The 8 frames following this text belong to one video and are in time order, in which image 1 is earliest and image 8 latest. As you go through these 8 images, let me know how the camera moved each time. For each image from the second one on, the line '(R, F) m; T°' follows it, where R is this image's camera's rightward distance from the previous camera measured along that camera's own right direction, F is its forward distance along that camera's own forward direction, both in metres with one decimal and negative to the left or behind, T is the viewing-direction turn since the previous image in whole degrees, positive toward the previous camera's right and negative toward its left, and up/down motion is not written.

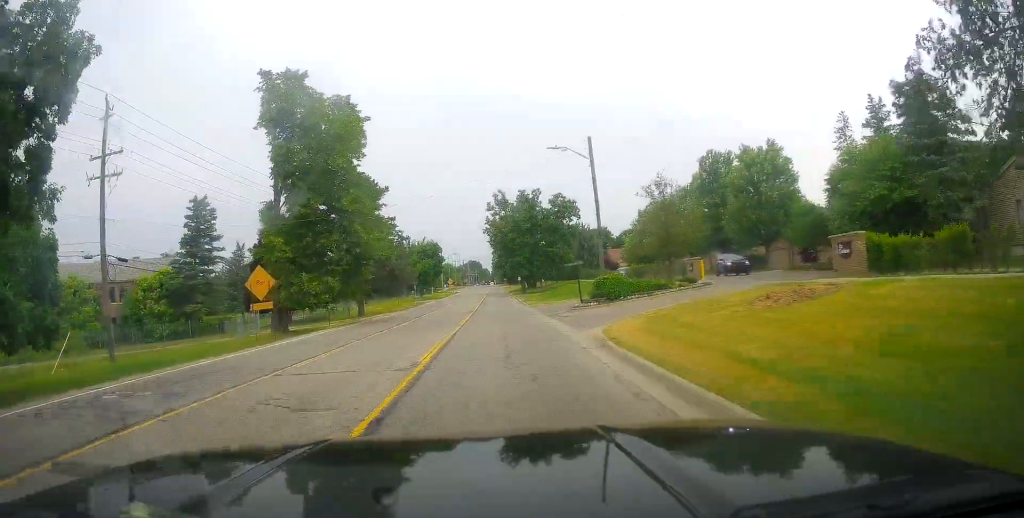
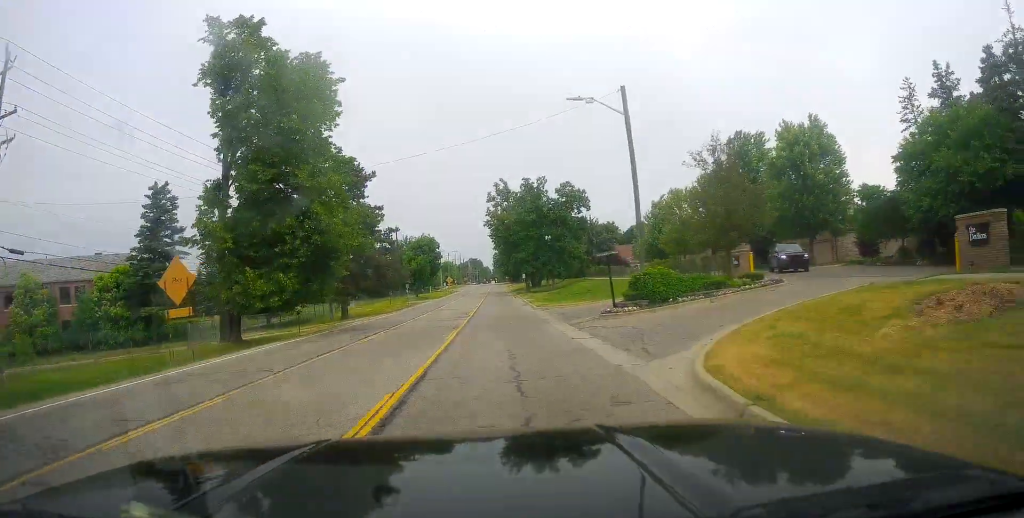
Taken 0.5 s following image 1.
(+0.1, +8.3) m; -1°
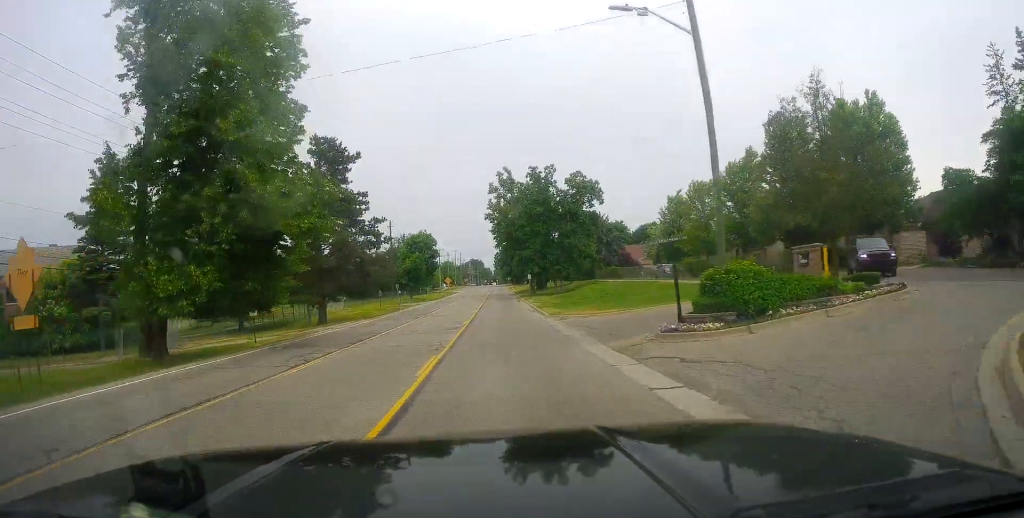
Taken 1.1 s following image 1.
(-0.4, +8.2) m; 0°
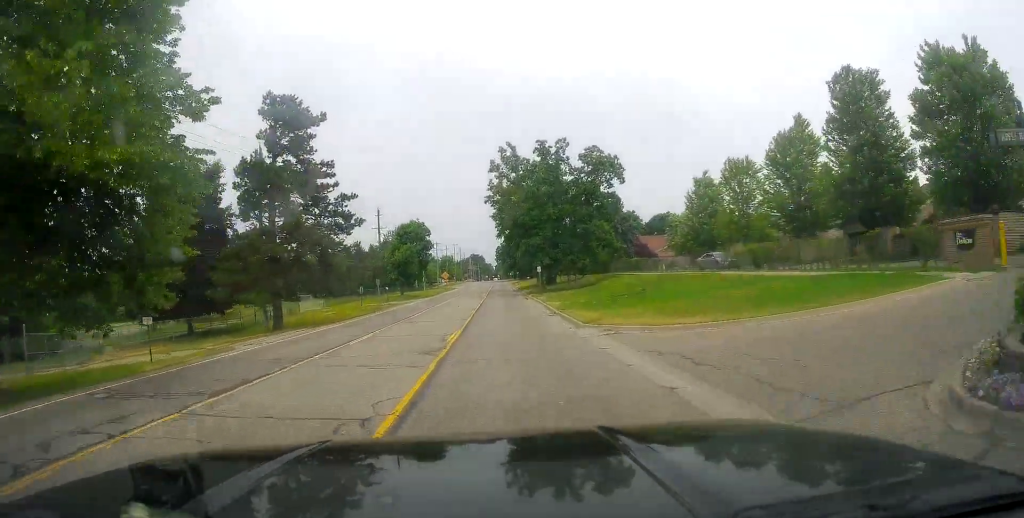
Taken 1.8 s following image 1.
(+0.1, +11.2) m; 0°
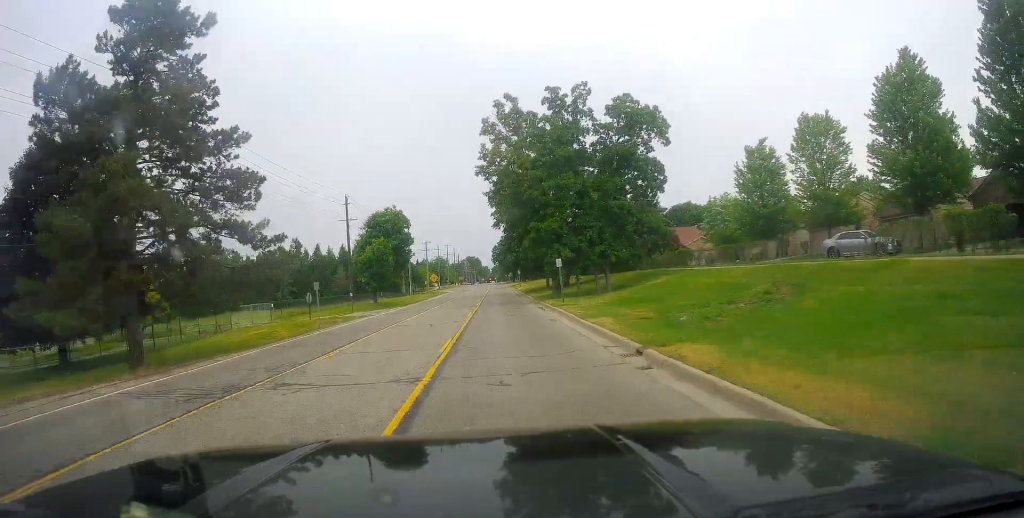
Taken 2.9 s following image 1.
(0.0, +17.4) m; 0°
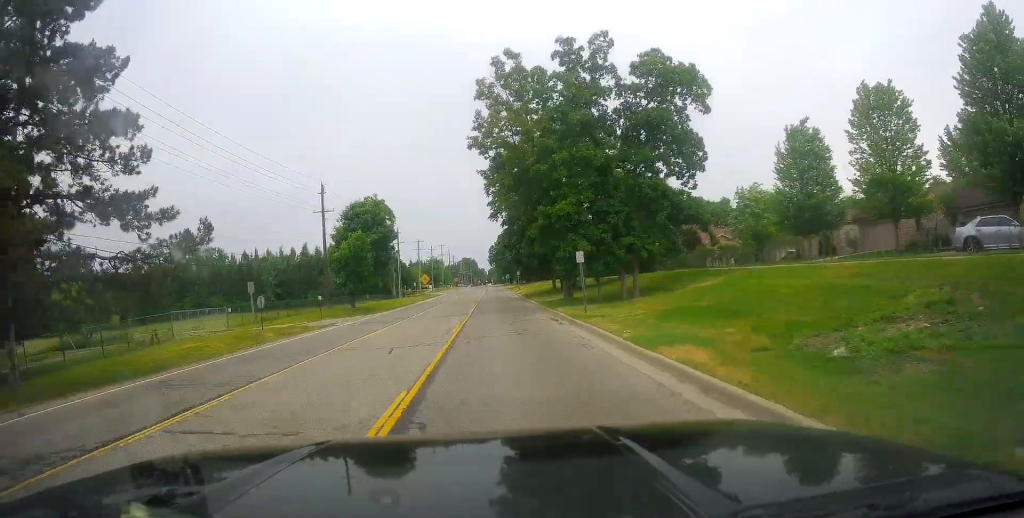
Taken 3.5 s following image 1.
(-0.2, +9.3) m; 0°
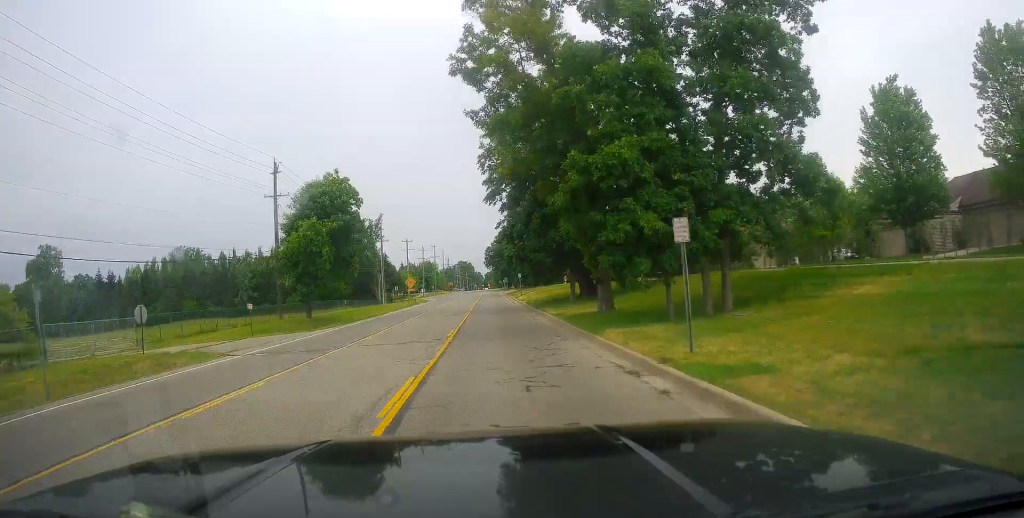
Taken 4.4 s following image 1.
(+0.6, +13.6) m; +1°
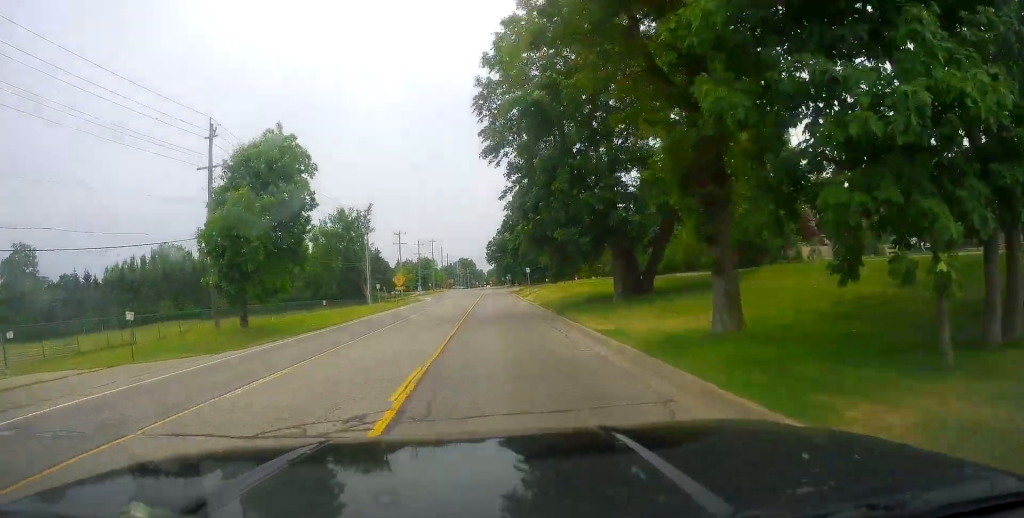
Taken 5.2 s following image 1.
(-0.3, +12.8) m; 0°
